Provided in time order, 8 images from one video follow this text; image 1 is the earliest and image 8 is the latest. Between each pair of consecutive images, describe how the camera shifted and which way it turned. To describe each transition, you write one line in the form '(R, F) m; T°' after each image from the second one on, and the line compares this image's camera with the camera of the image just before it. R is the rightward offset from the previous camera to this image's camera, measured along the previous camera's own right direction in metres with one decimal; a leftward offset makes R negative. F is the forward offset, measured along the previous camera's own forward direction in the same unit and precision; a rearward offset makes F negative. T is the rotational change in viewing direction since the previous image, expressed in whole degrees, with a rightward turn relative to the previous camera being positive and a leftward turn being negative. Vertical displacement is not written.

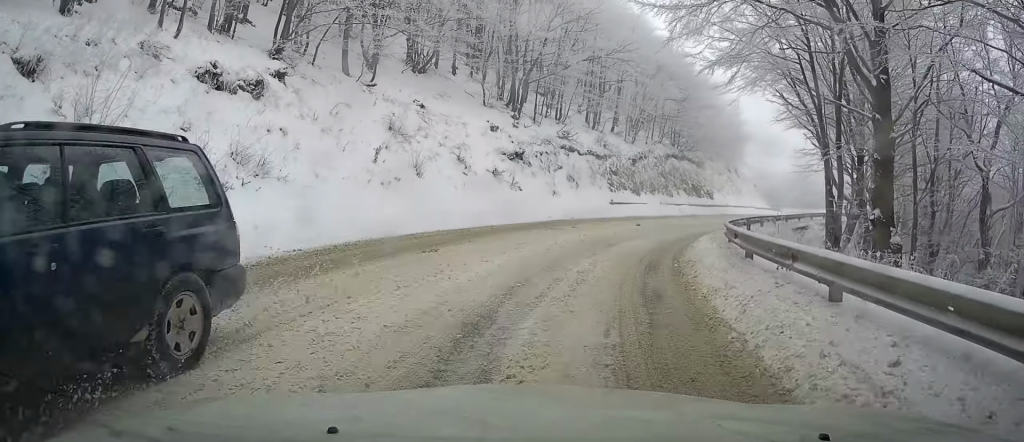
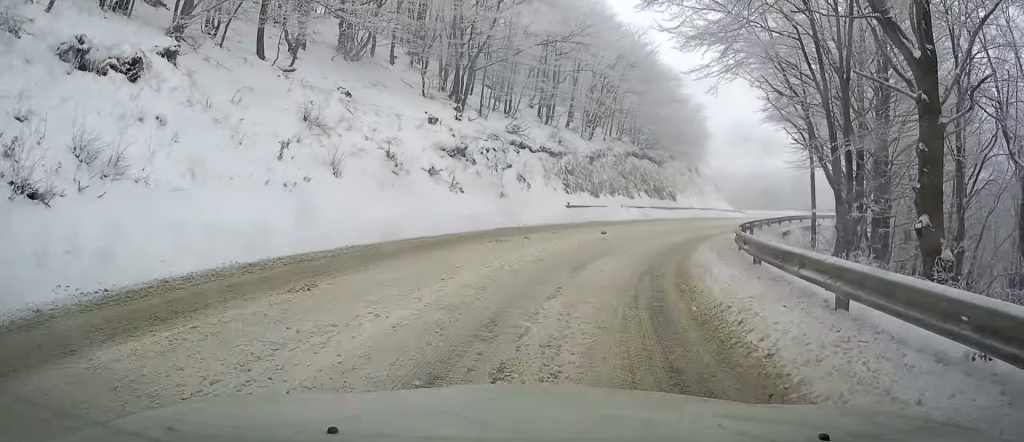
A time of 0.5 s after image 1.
(+0.1, +4.1) m; +4°
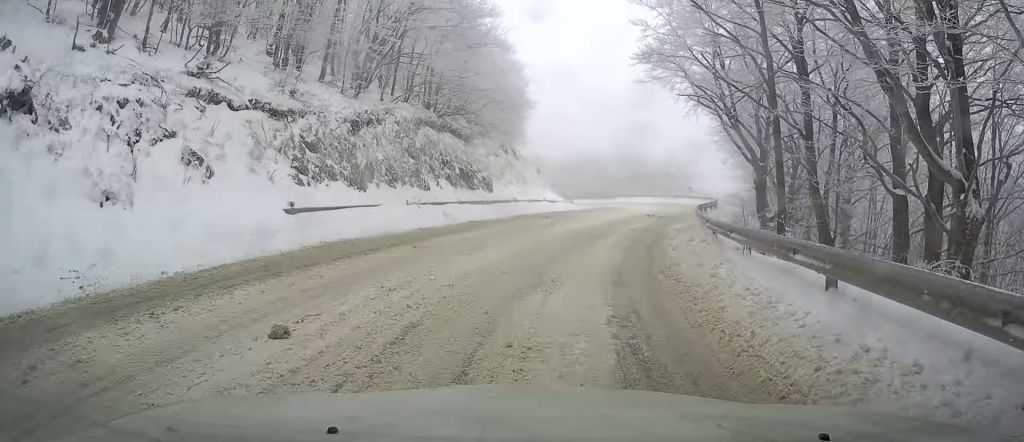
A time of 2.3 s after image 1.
(+1.9, +15.3) m; +14°
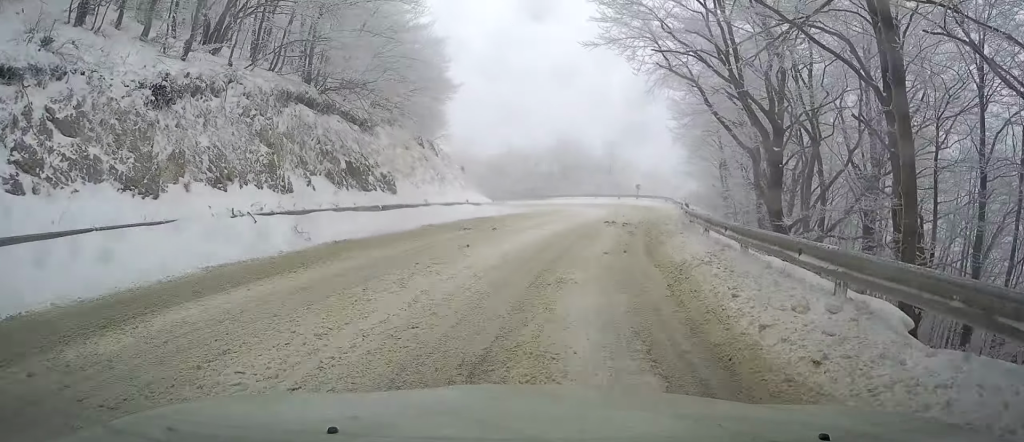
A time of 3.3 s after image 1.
(+0.4, +9.1) m; +4°
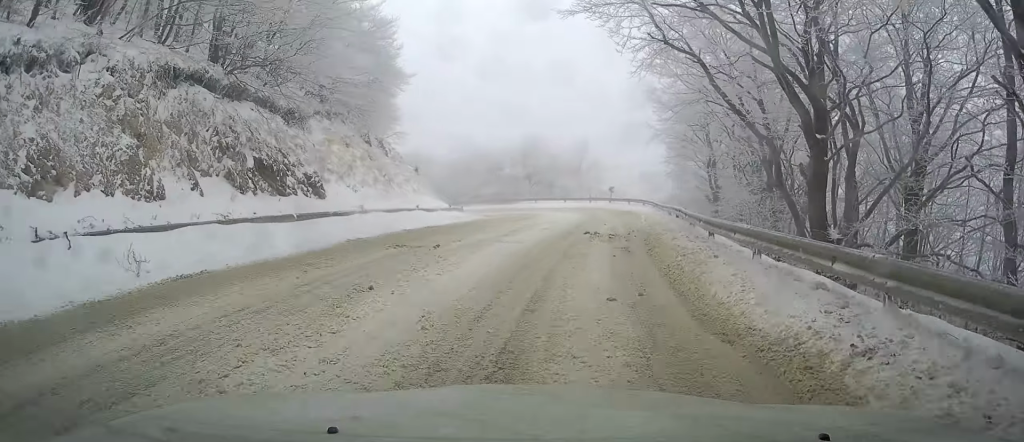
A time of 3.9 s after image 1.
(+0.1, +5.4) m; +2°
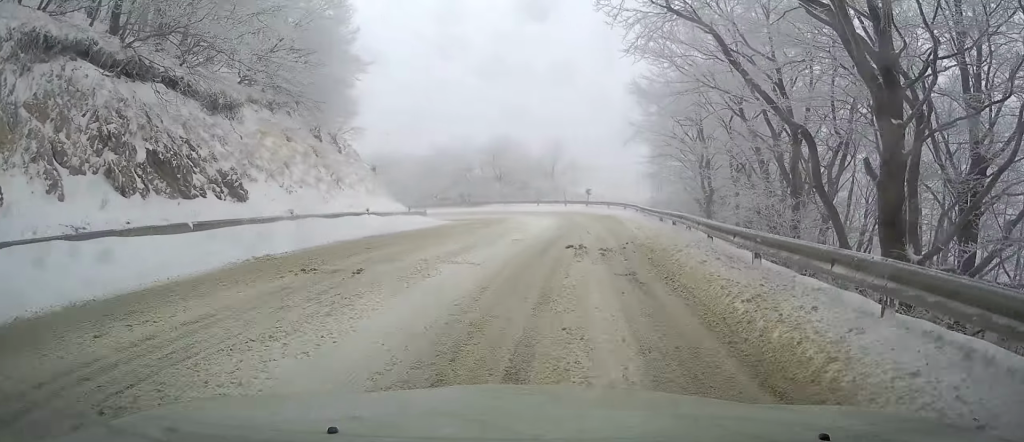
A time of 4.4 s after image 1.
(0.0, +4.5) m; +2°
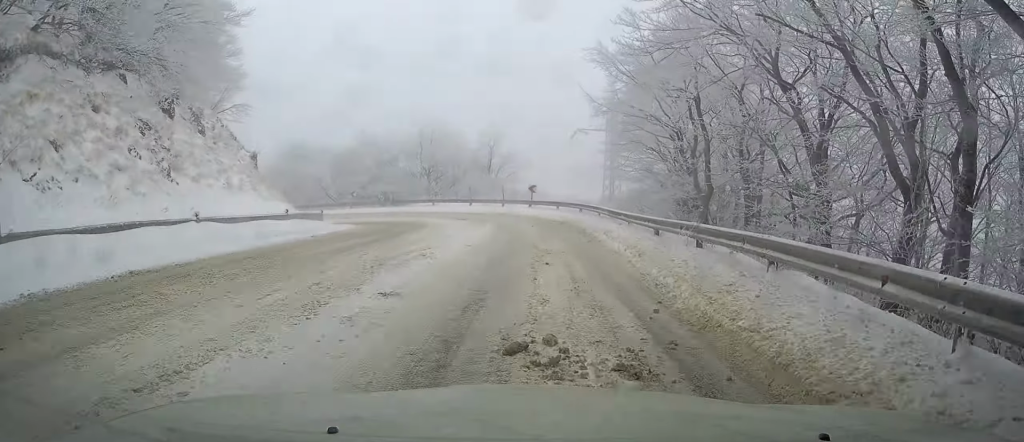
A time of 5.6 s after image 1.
(+0.6, +10.1) m; +7°
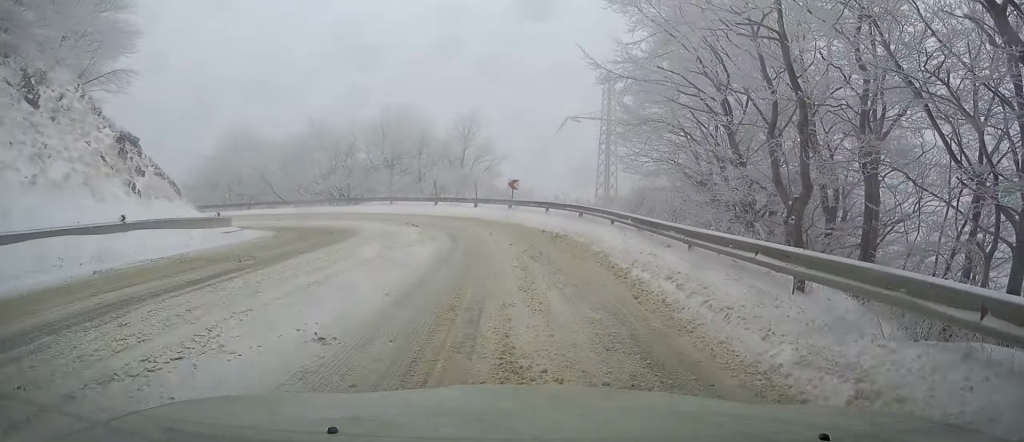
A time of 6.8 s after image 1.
(+0.5, +9.8) m; +1°
